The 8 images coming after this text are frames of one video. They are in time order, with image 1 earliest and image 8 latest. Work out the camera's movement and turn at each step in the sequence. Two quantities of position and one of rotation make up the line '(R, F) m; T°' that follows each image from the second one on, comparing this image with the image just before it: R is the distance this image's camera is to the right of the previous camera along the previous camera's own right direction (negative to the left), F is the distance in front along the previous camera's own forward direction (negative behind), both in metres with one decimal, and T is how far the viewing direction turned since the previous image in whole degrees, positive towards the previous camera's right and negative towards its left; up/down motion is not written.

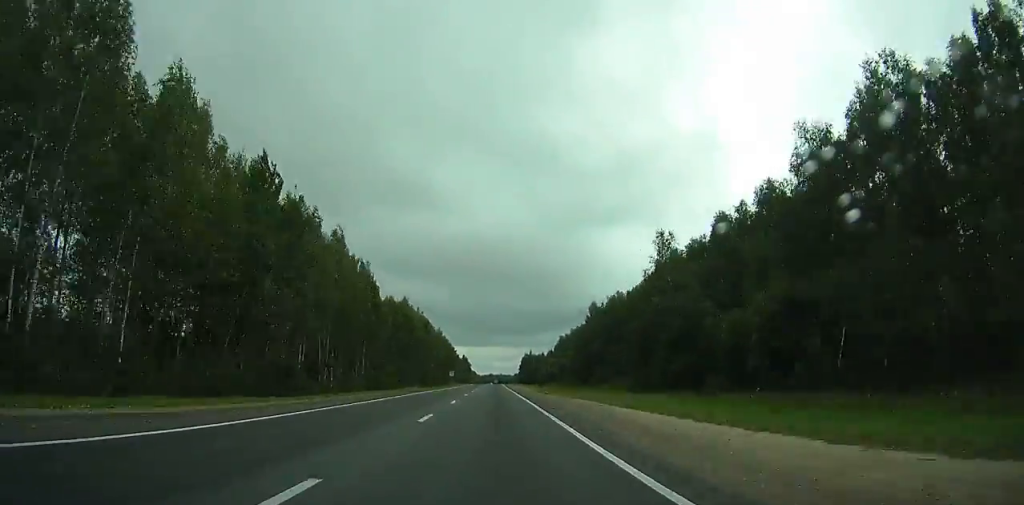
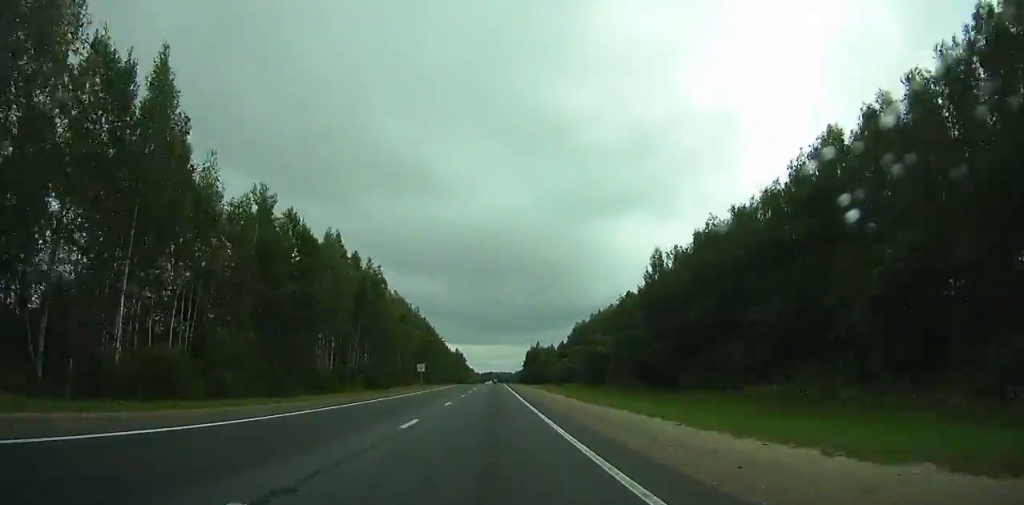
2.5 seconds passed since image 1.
(0.0, +60.7) m; 0°
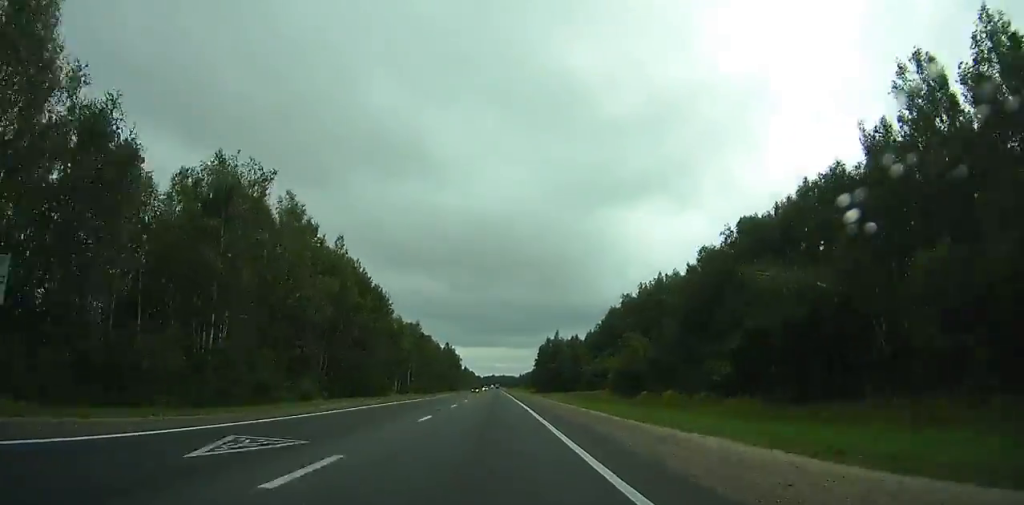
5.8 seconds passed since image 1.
(0.0, +80.8) m; 0°
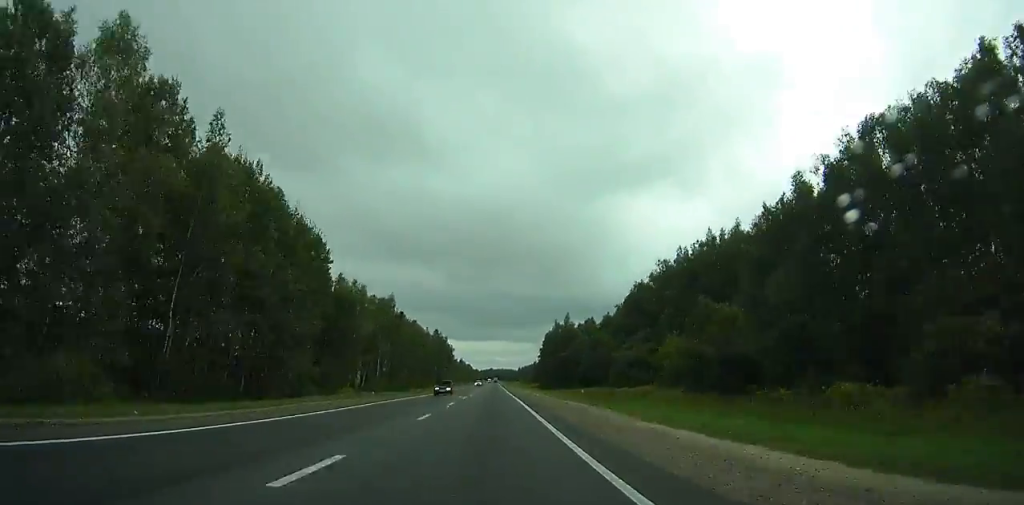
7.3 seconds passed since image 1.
(0.0, +37.0) m; 0°
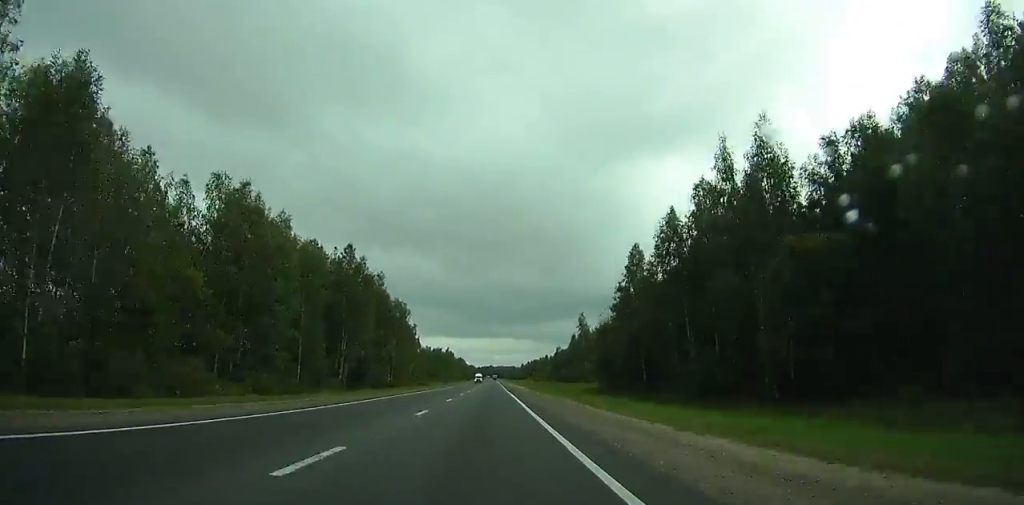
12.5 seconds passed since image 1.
(+0.4, +129.3) m; 0°
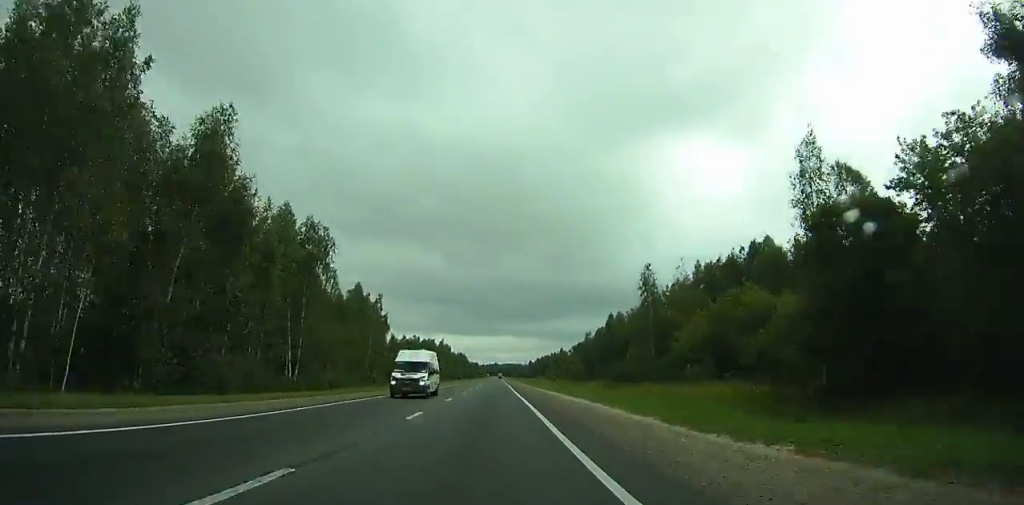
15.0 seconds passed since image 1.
(-0.1, +62.6) m; 0°
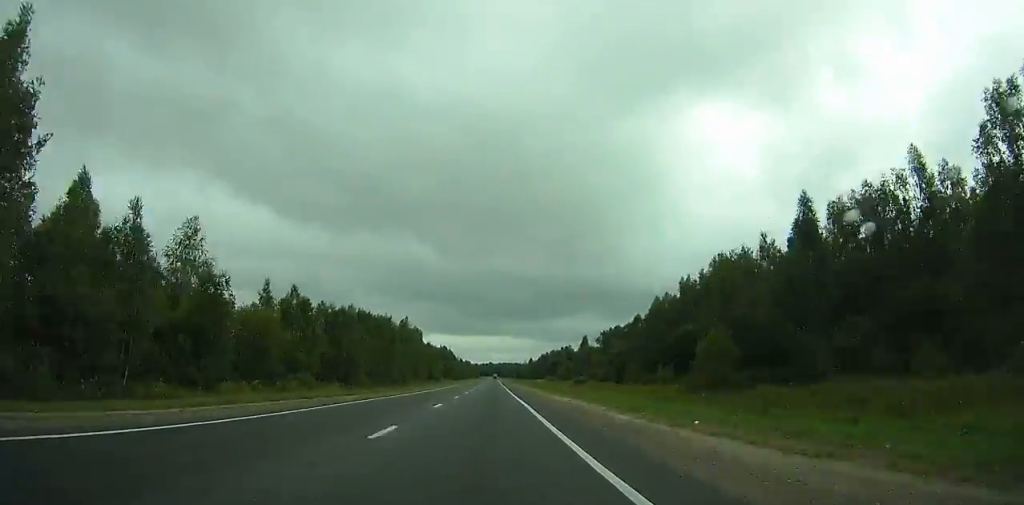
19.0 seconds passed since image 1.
(-0.1, +100.8) m; 0°
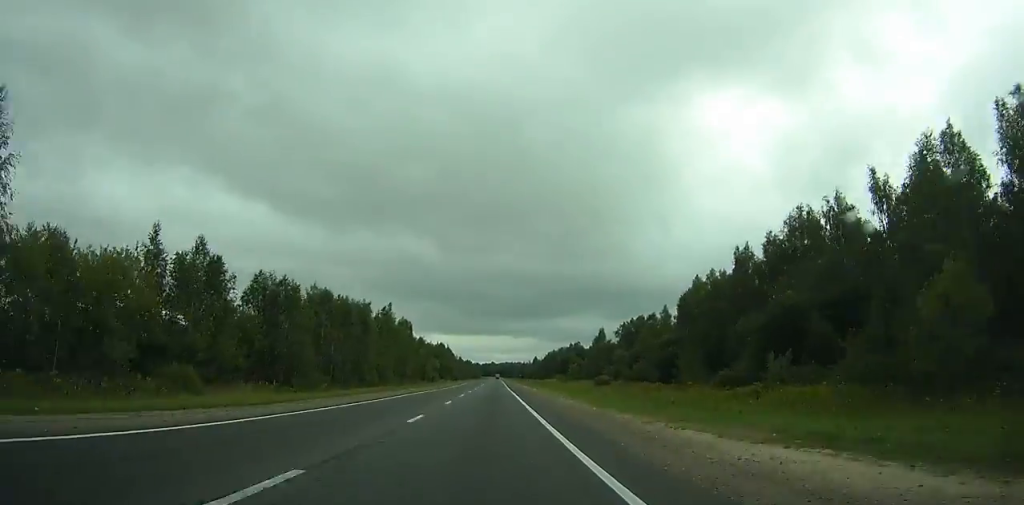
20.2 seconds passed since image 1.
(0.0, +30.5) m; 0°
